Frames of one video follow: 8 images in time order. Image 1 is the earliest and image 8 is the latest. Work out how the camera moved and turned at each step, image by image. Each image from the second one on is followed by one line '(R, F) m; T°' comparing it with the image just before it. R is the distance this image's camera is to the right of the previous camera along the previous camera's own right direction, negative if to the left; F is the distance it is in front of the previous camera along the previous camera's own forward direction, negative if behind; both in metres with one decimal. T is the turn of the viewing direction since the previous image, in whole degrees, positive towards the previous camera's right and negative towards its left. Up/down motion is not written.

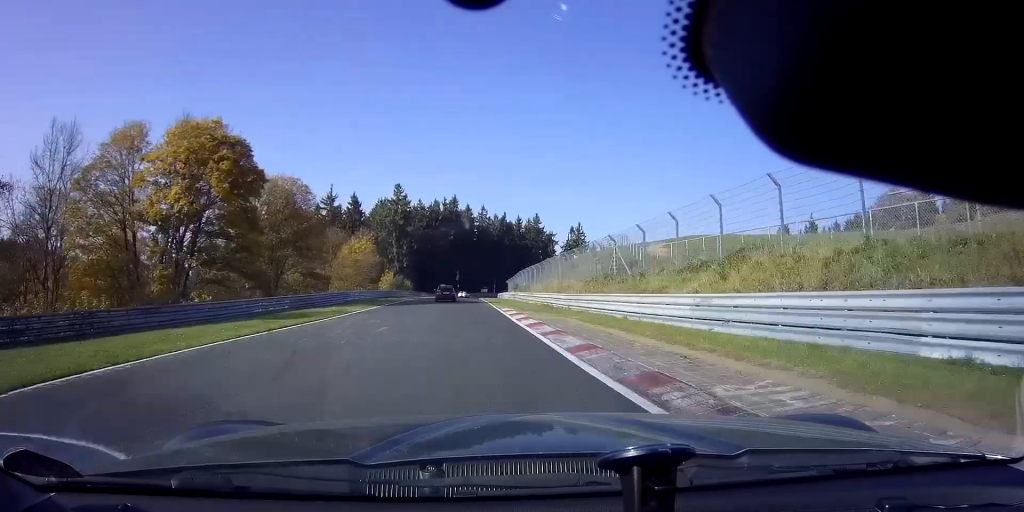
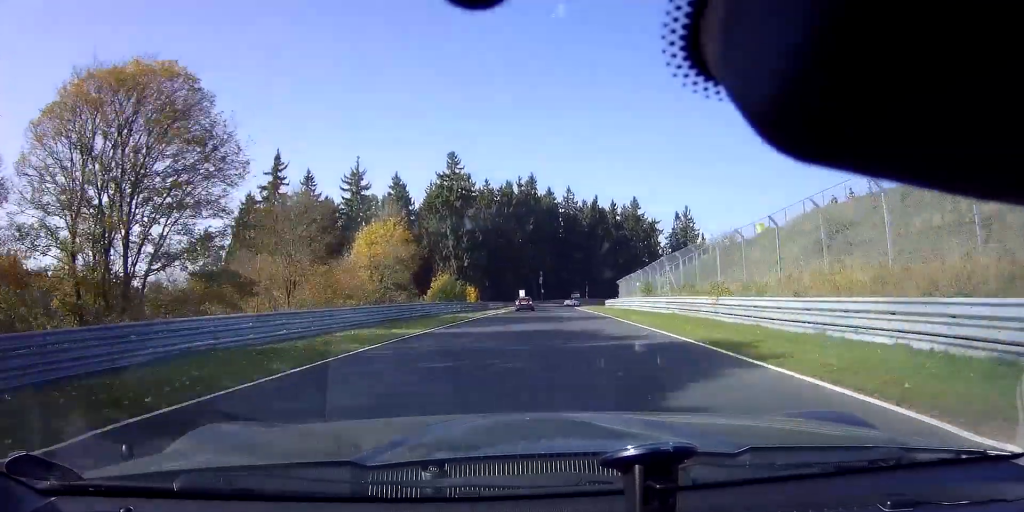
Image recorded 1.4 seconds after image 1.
(-3.5, +35.7) m; -6°
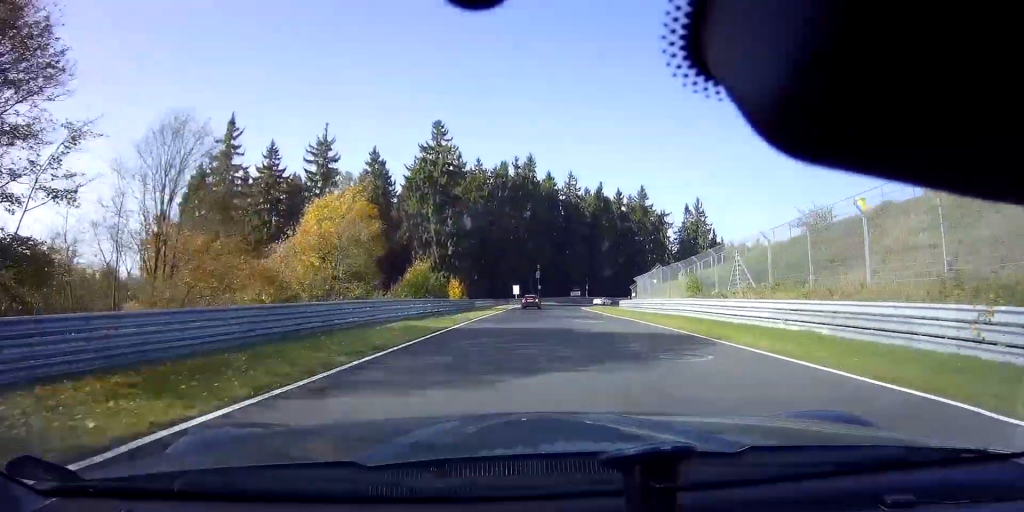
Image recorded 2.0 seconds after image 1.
(-0.4, +14.0) m; 0°
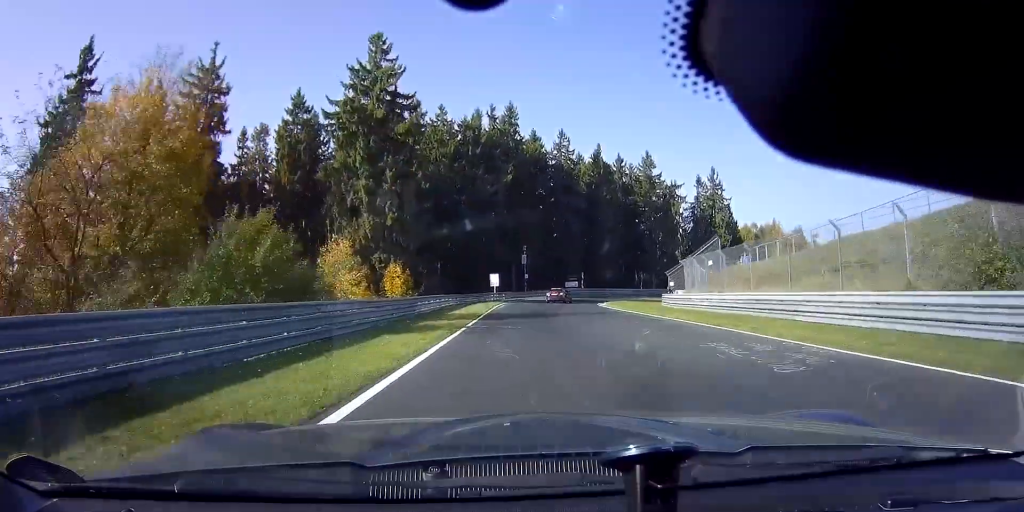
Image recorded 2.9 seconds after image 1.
(+0.7, +24.4) m; +3°
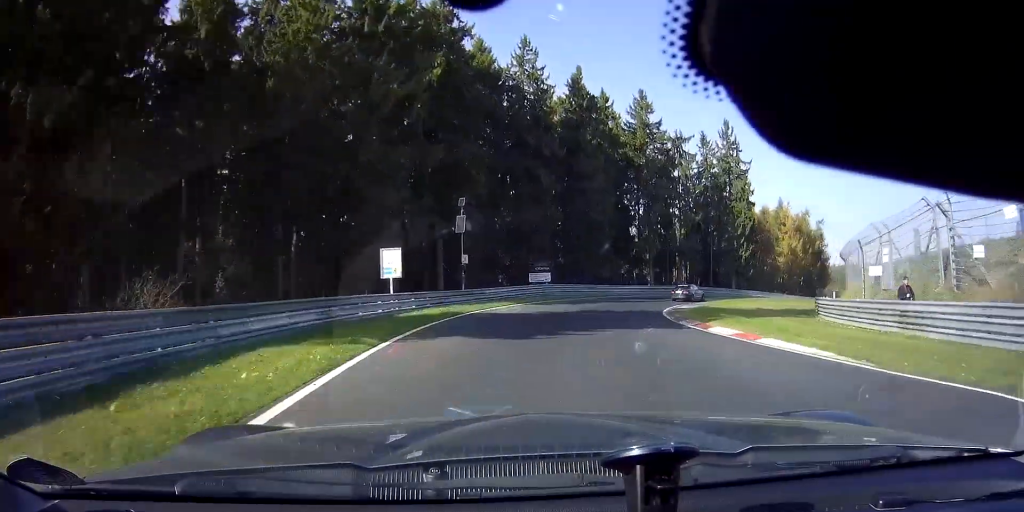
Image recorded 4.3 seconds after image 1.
(+2.0, +34.0) m; +11°
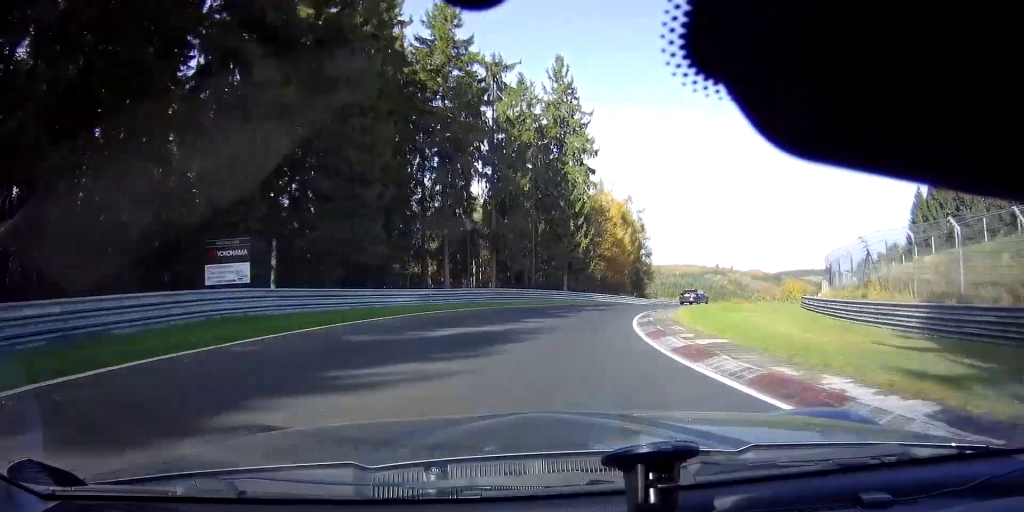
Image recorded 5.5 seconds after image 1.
(+4.9, +27.0) m; +24°
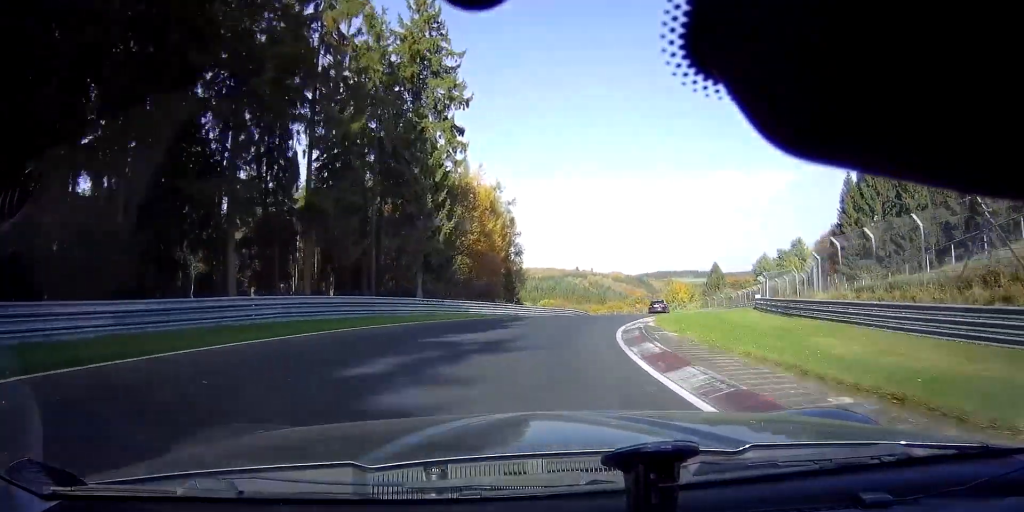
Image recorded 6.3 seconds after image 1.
(+2.1, +16.3) m; +15°
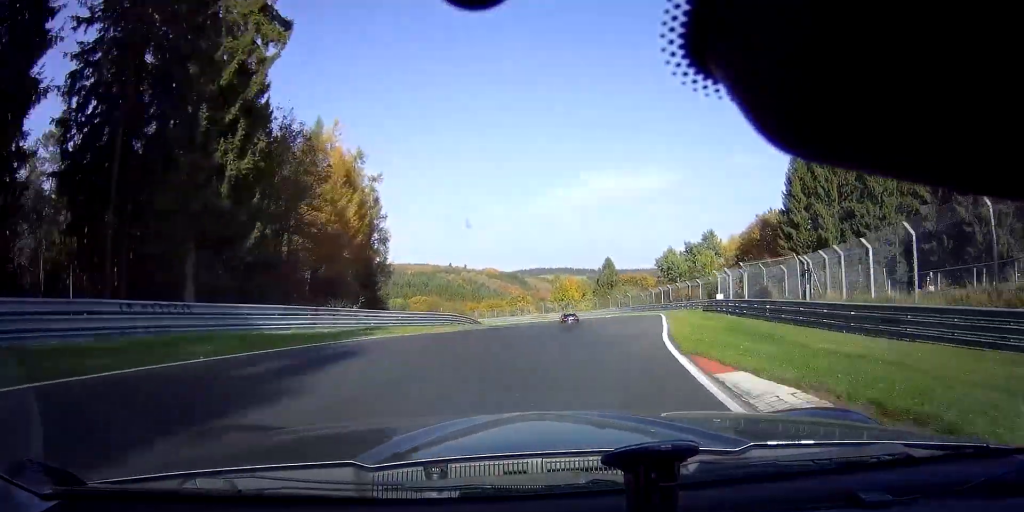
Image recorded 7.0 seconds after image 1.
(+1.8, +16.5) m; +11°
